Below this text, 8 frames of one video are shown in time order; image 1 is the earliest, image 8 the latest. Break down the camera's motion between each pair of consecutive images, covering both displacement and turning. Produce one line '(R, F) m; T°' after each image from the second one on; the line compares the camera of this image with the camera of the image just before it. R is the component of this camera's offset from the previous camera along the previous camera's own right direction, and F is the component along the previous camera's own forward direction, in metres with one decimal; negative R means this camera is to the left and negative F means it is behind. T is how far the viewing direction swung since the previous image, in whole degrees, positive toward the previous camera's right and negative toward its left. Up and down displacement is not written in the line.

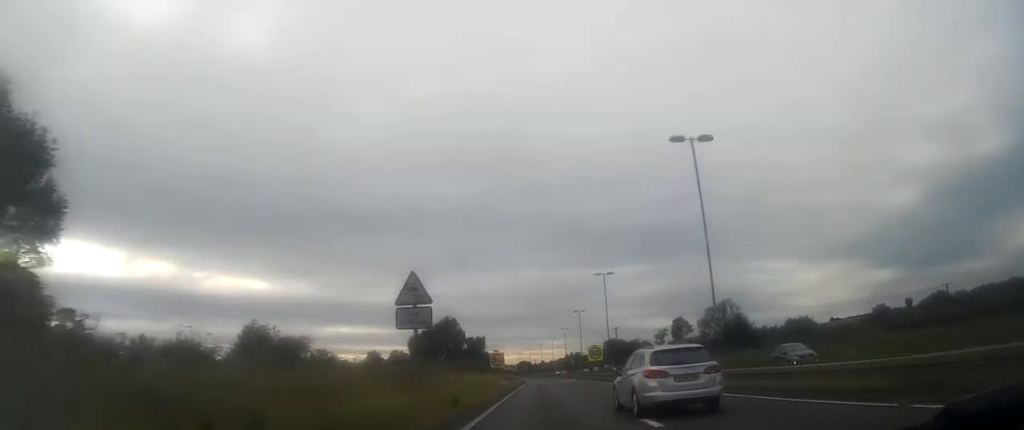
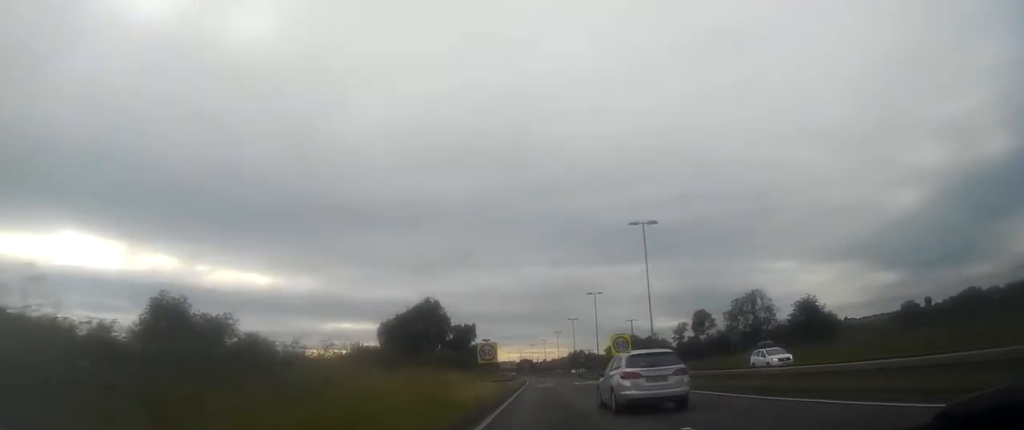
(0.0, +20.6) m; -1°
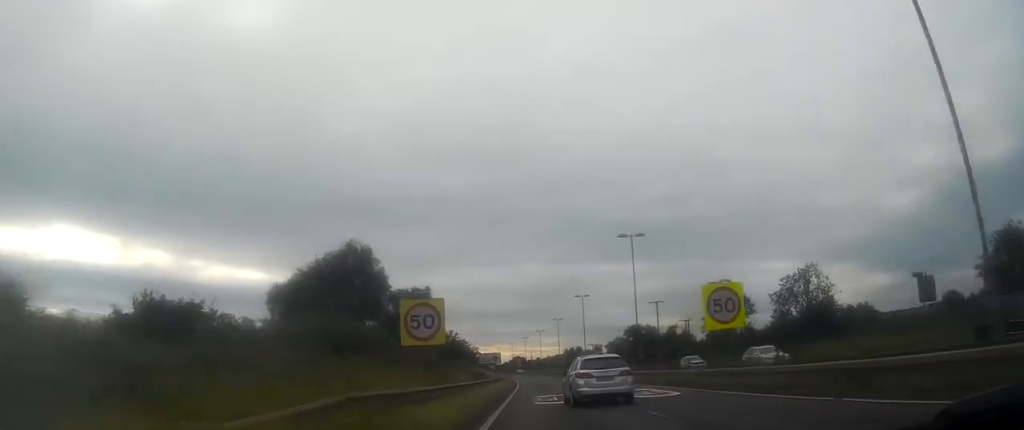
(-0.1, +32.1) m; +1°
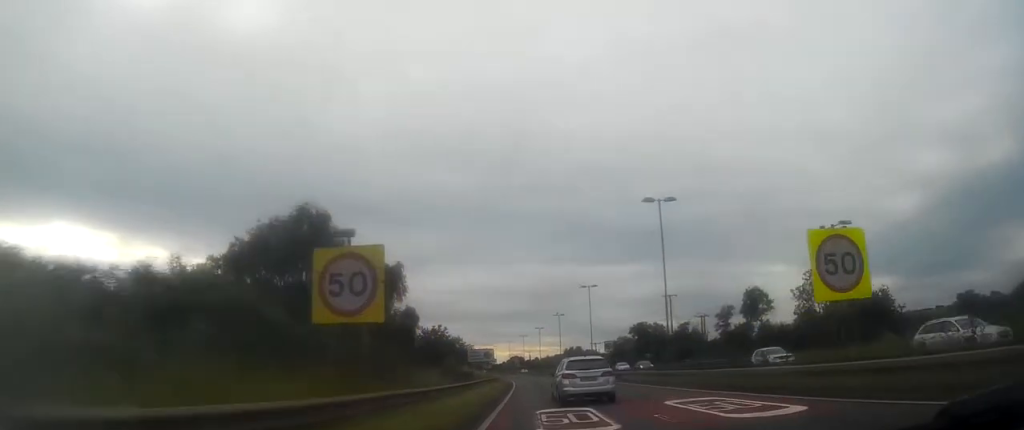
(+0.1, +10.2) m; 0°
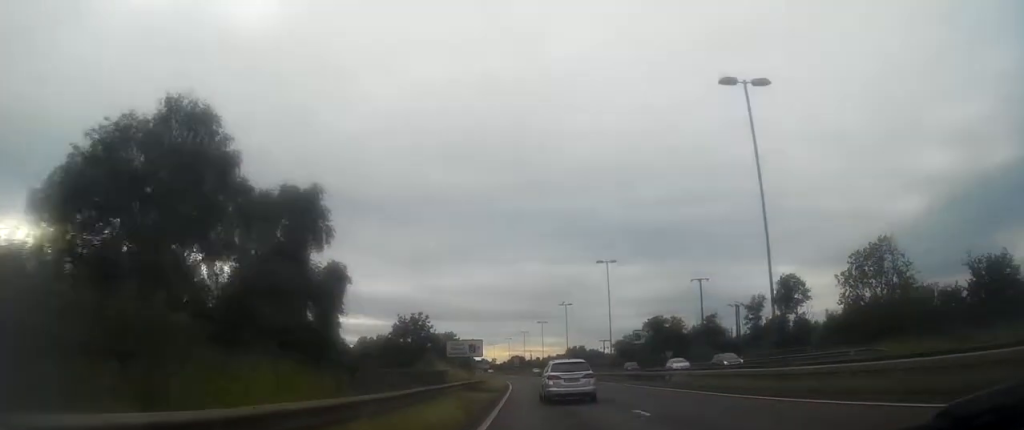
(+0.1, +15.3) m; 0°
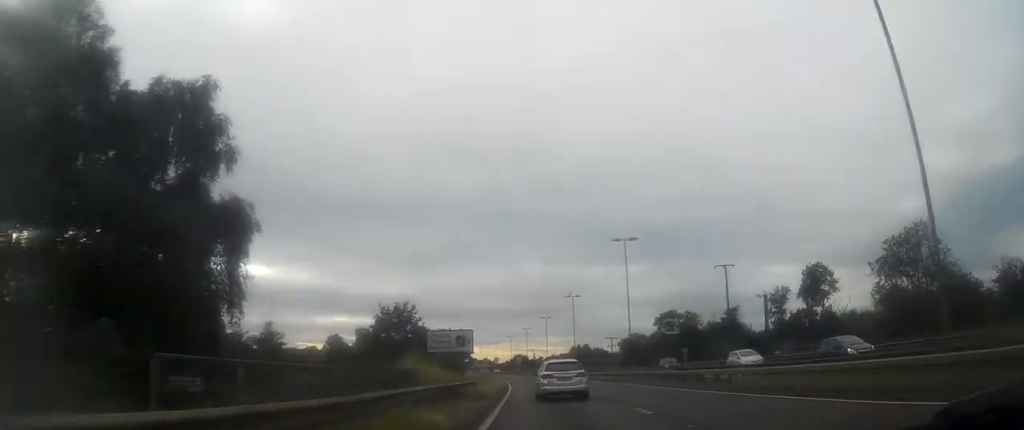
(0.0, +8.9) m; 0°
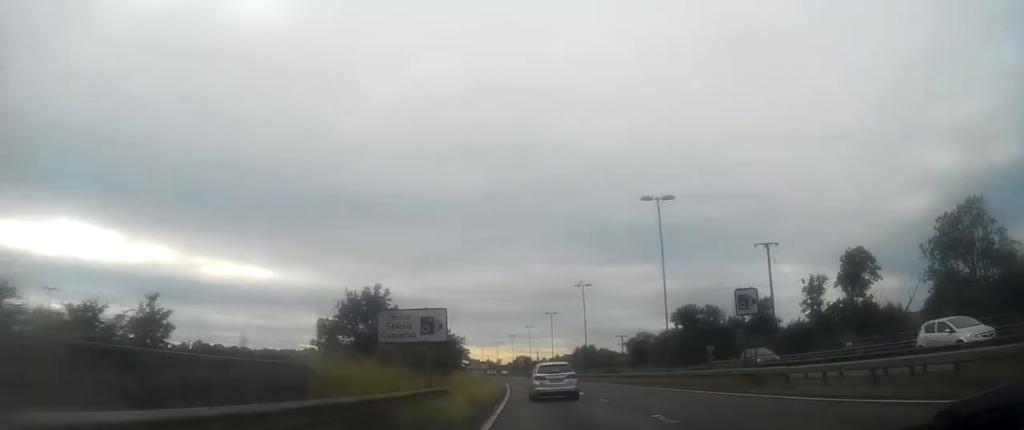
(0.0, +11.4) m; 0°
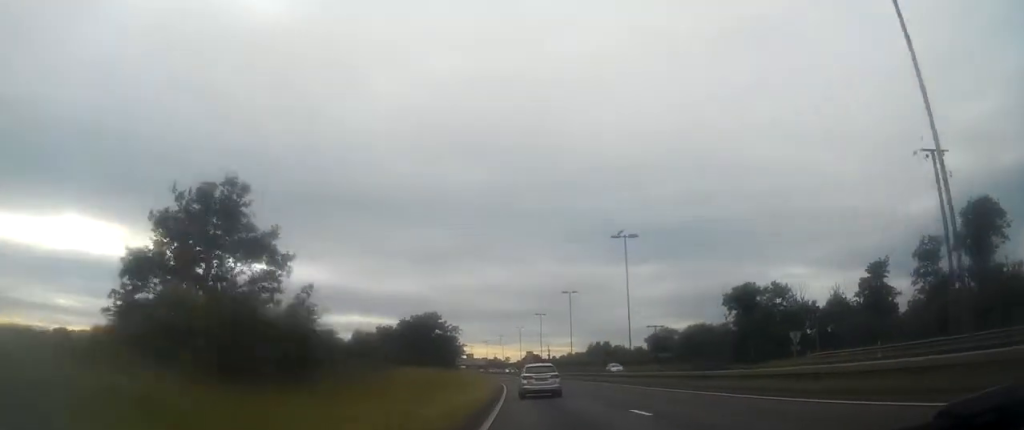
(-0.2, +24.1) m; -1°
